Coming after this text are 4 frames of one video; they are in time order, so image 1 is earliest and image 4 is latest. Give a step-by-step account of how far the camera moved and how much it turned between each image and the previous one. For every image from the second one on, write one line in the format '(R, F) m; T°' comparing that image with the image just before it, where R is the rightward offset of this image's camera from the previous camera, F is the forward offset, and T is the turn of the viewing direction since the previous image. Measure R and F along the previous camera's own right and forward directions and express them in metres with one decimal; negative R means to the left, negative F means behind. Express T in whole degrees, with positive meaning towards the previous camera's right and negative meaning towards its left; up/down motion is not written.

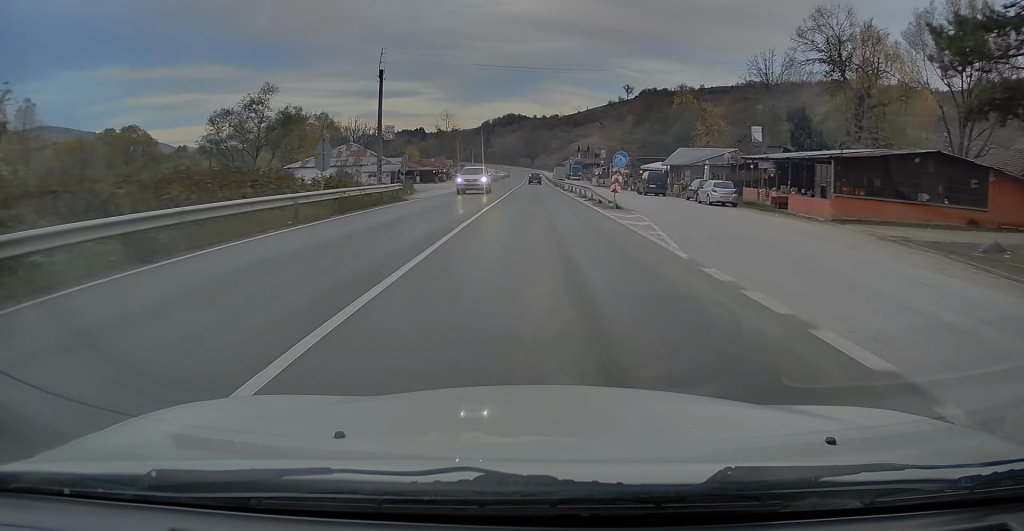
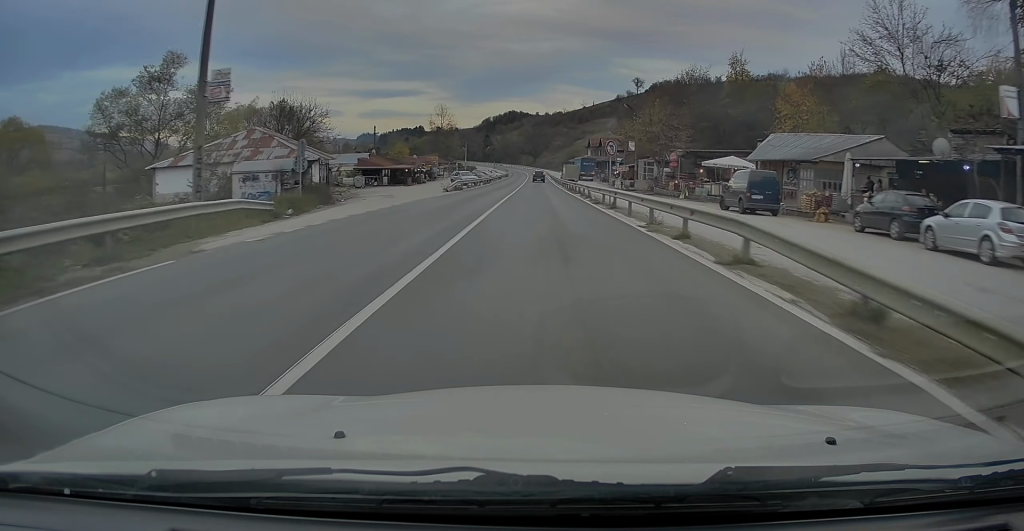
(+0.2, +24.2) m; +1°
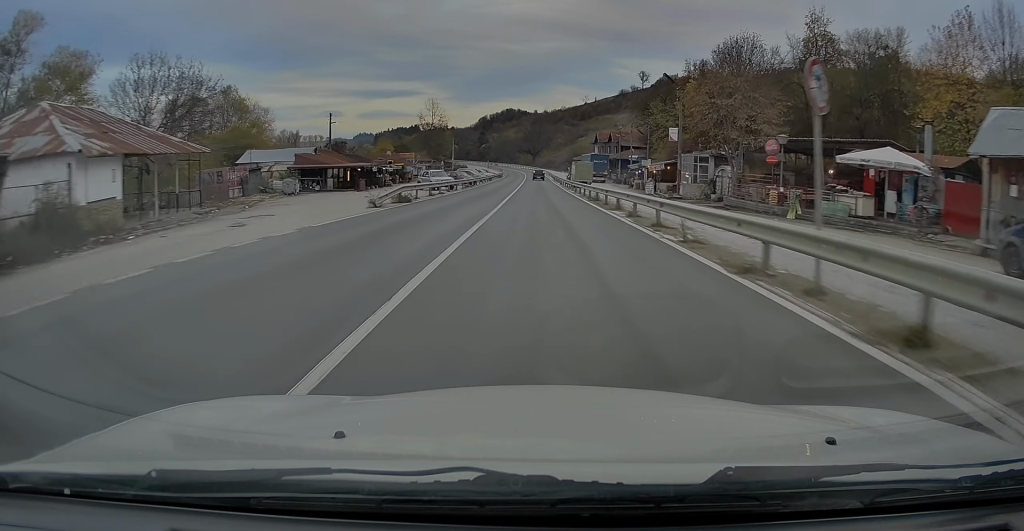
(0.0, +20.9) m; 0°
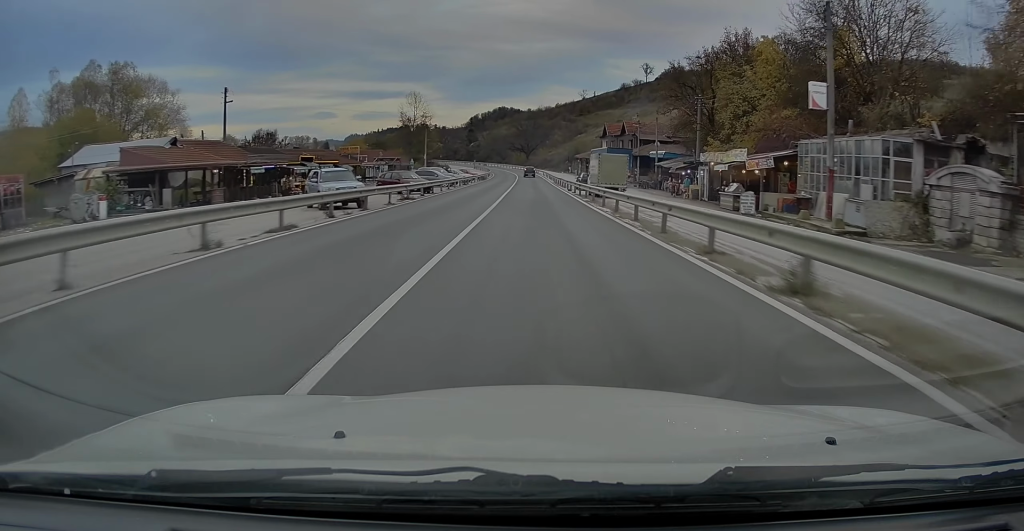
(0.0, +25.9) m; -1°
